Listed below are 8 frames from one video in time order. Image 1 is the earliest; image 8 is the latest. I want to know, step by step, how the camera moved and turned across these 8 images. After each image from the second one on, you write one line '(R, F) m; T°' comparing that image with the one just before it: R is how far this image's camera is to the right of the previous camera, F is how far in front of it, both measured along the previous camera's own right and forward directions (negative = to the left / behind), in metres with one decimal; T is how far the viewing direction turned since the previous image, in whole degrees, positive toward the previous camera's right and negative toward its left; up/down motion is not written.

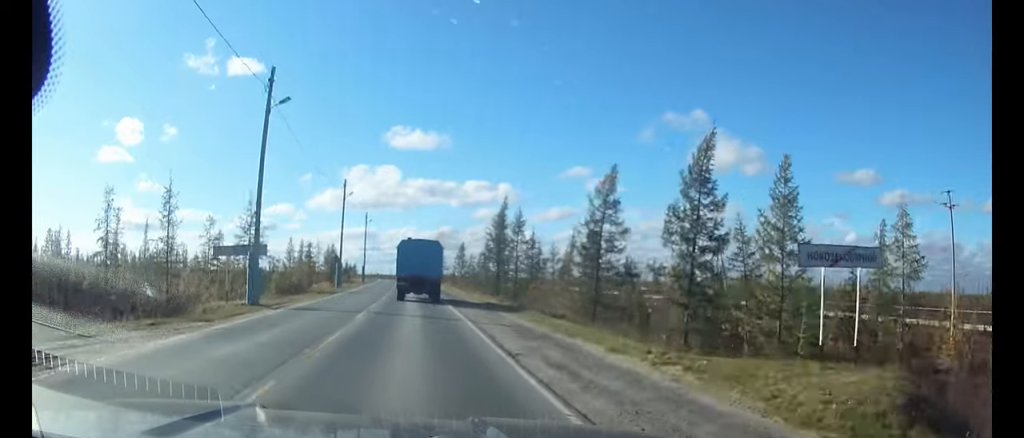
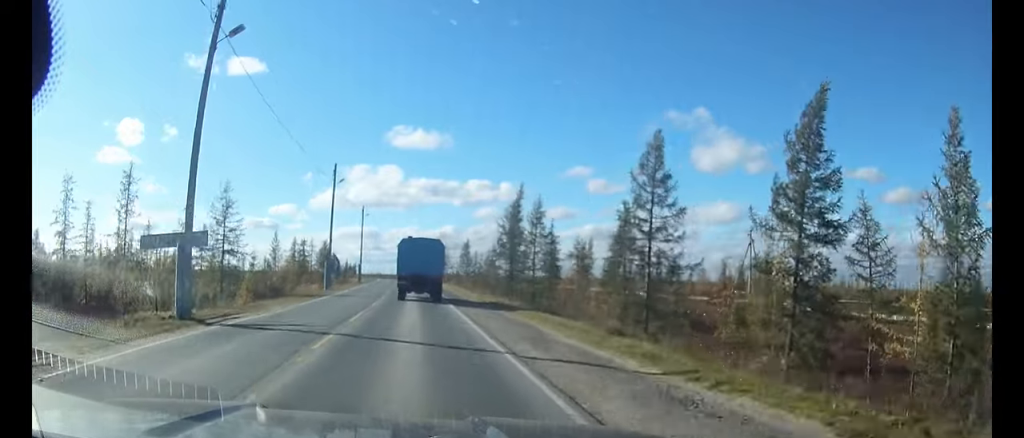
(-0.1, +8.4) m; 0°
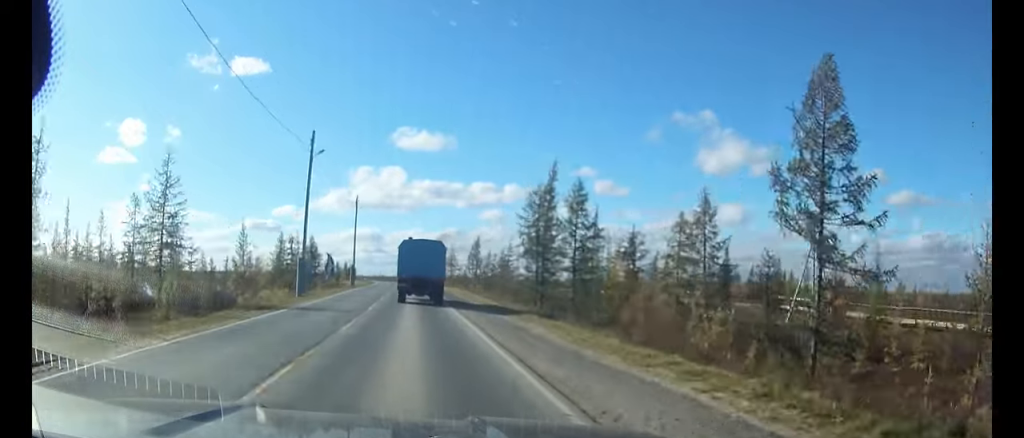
(-0.1, +12.5) m; 0°
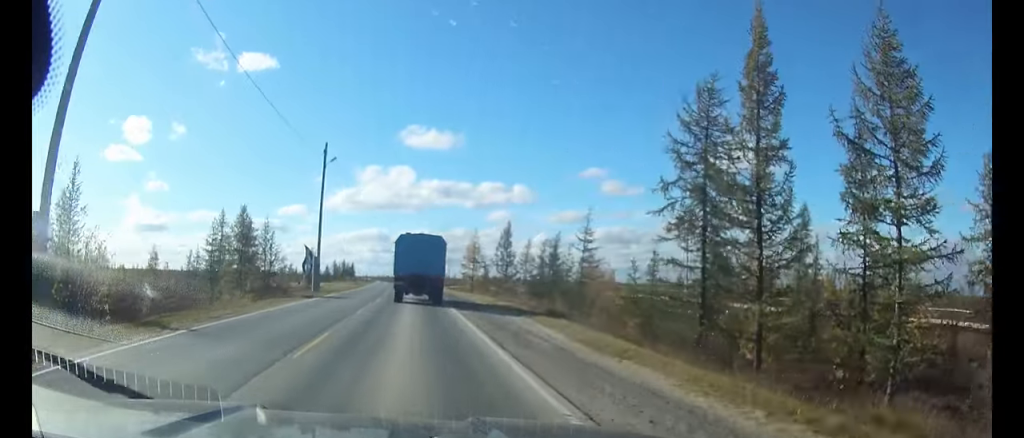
(-0.2, +29.3) m; -1°
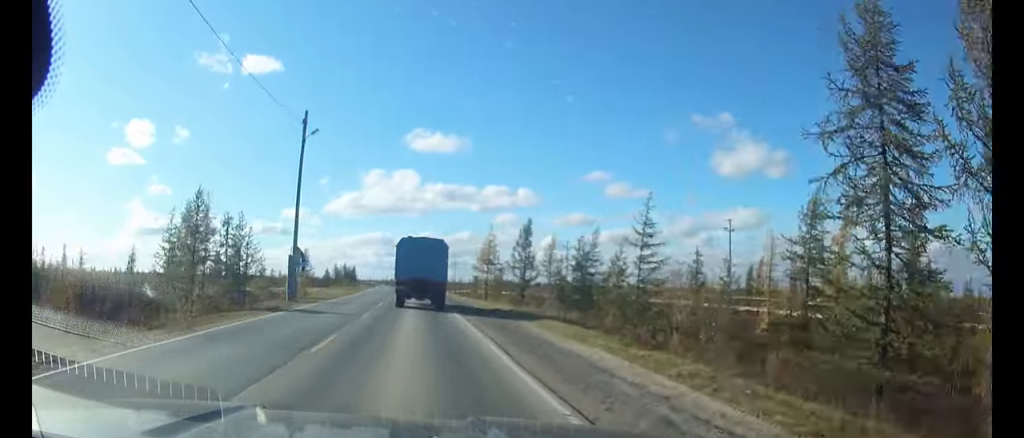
(0.0, +9.7) m; 0°
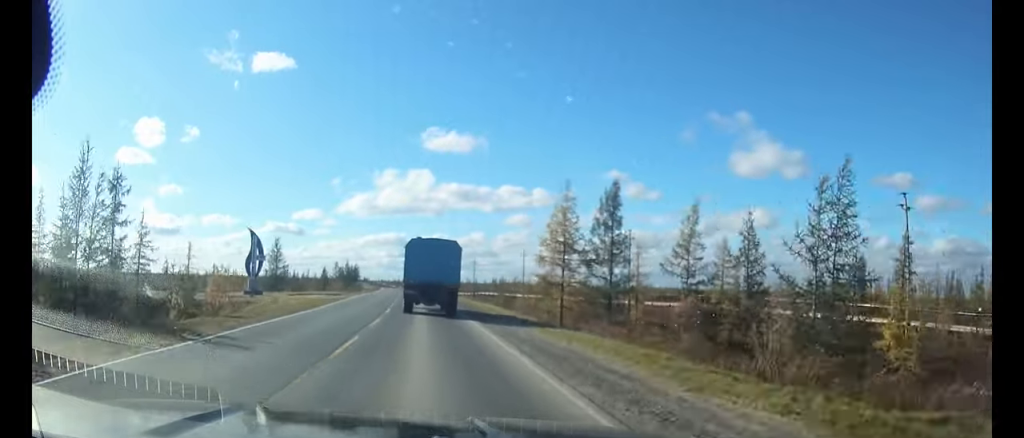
(-0.3, +27.8) m; -1°
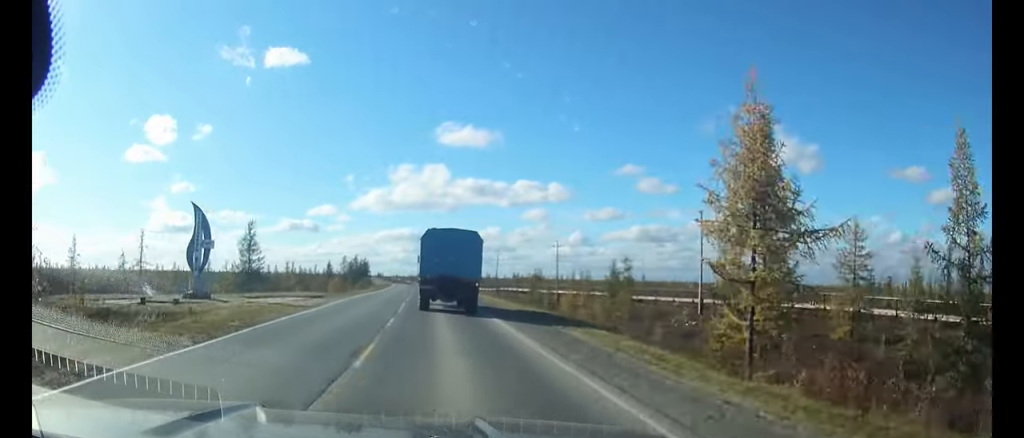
(-0.2, +17.8) m; -1°
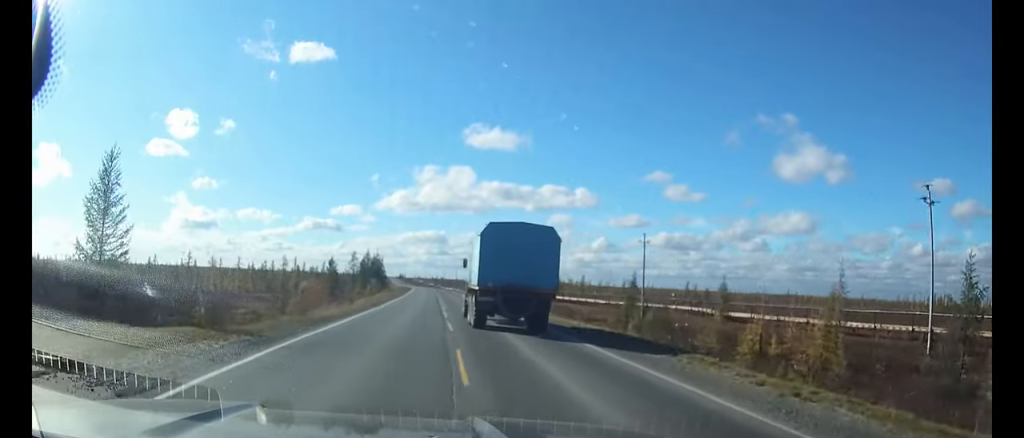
(-0.5, +32.4) m; -1°
